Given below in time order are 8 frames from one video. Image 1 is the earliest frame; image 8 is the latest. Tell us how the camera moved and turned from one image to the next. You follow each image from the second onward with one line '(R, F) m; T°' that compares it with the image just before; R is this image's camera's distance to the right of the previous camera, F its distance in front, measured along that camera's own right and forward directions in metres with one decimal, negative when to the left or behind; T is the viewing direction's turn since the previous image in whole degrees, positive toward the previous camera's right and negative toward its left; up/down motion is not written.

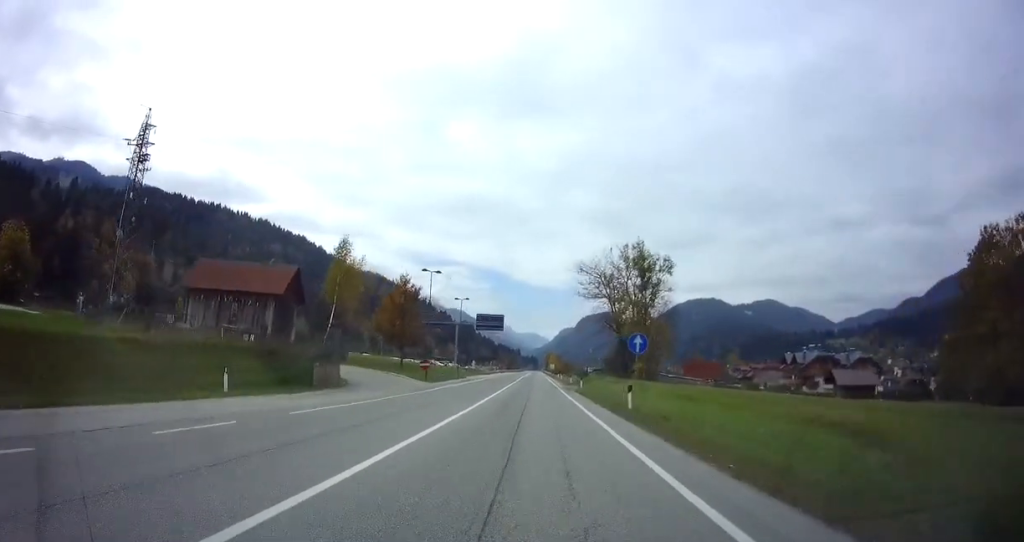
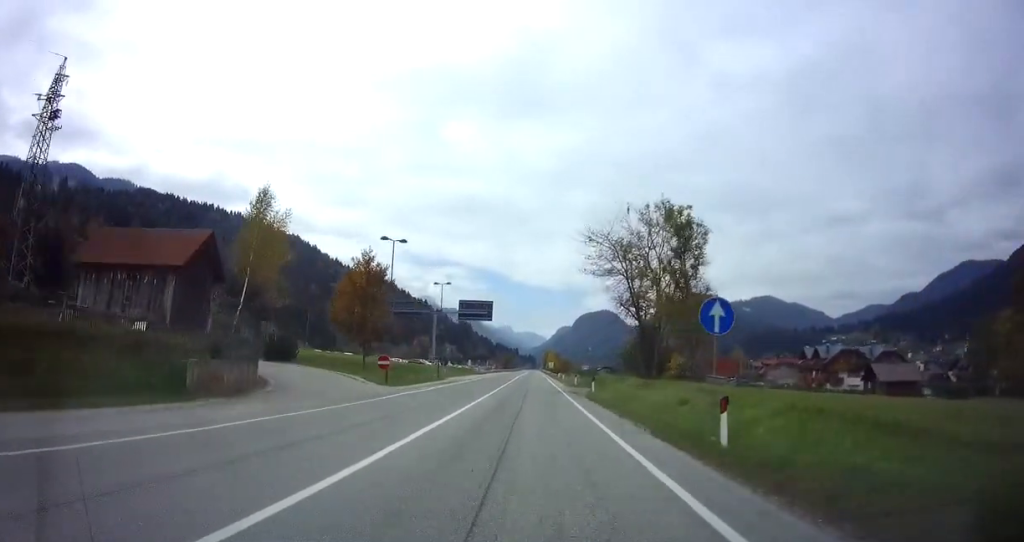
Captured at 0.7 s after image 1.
(0.0, +11.6) m; 0°
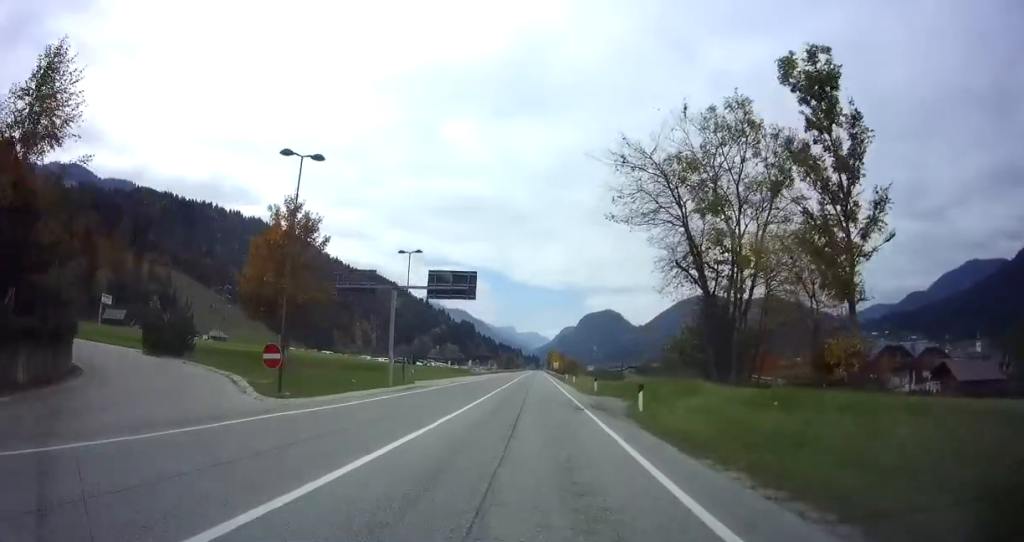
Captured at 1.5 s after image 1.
(0.0, +14.6) m; -1°
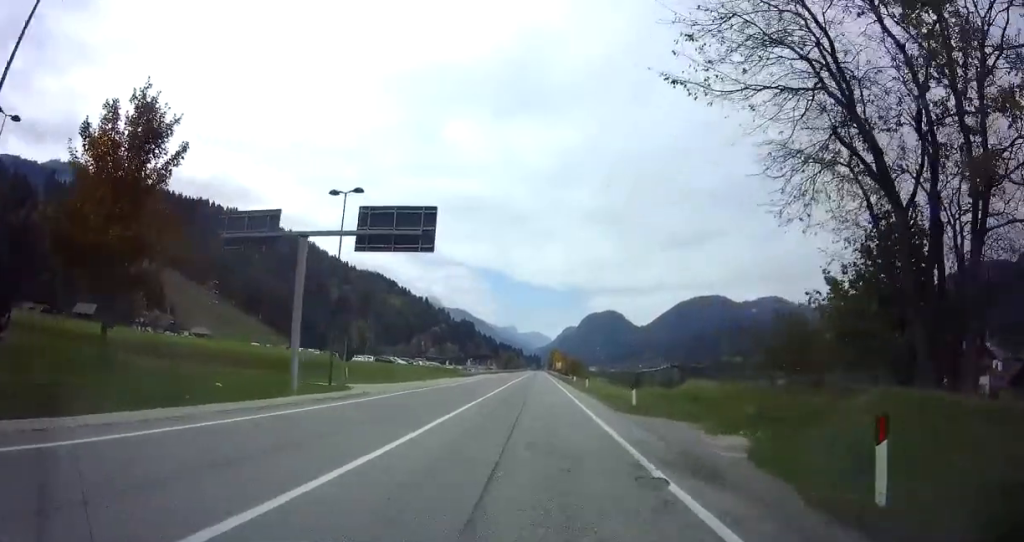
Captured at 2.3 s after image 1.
(0.0, +13.5) m; -1°
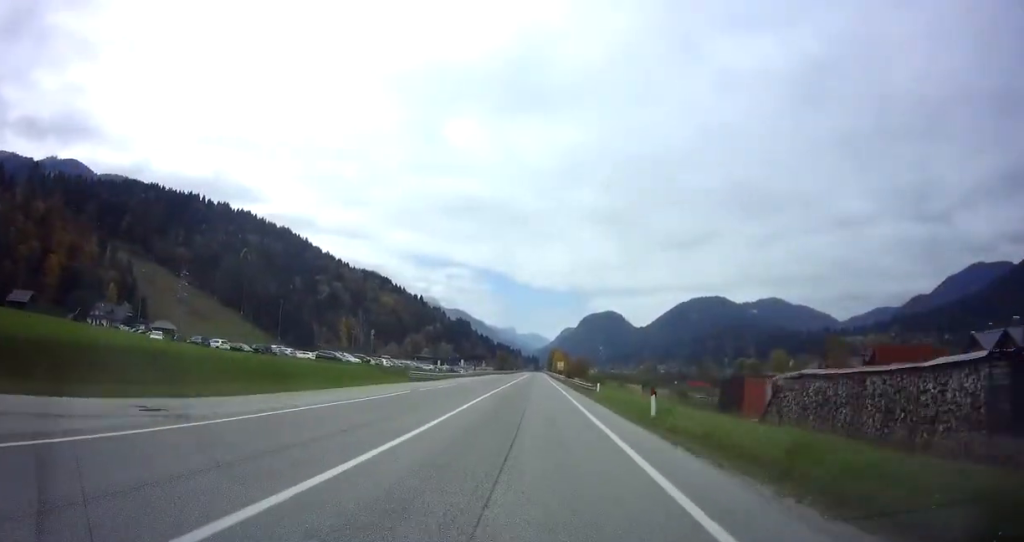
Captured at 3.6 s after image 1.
(-0.1, +24.2) m; +1°
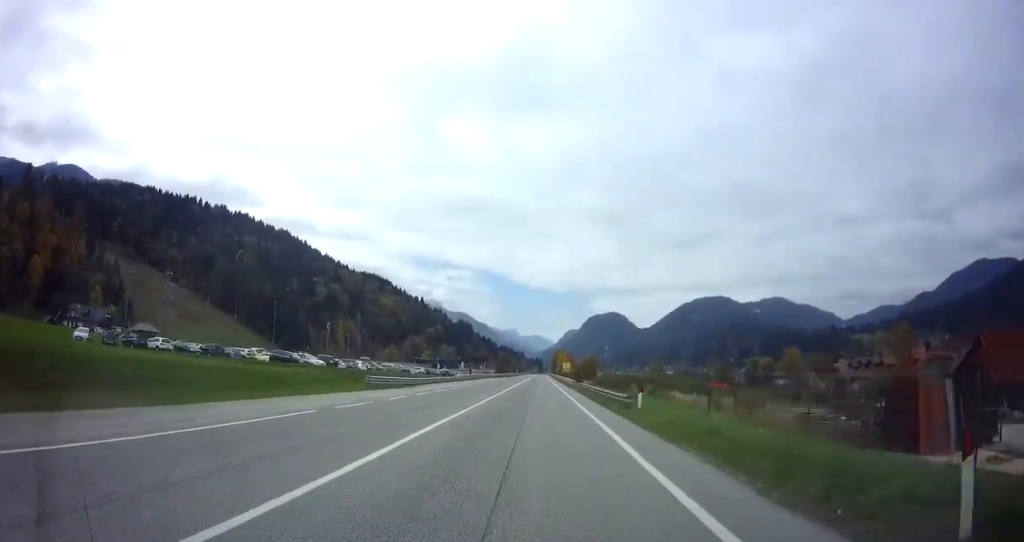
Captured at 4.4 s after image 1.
(+0.2, +13.7) m; 0°
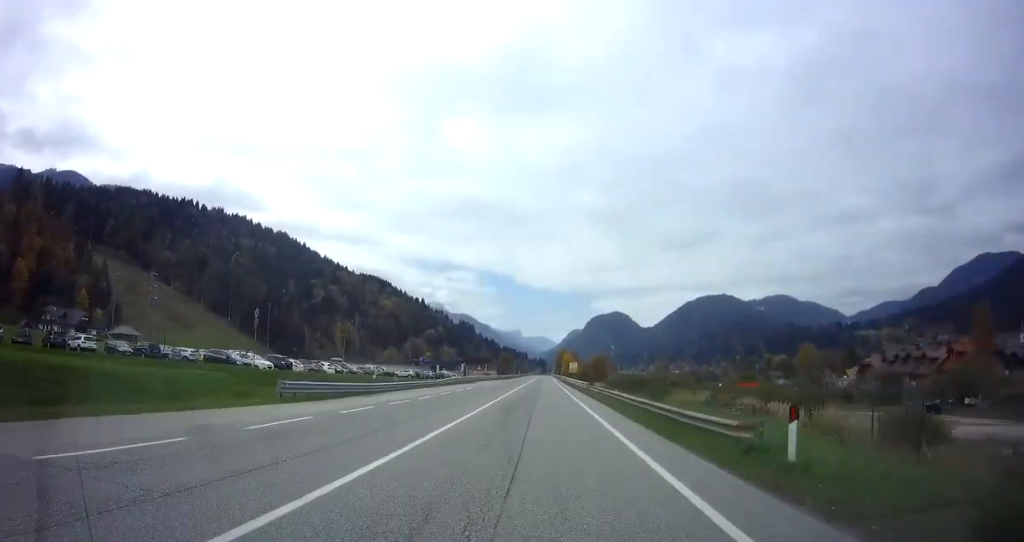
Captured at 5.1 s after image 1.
(0.0, +12.6) m; -1°
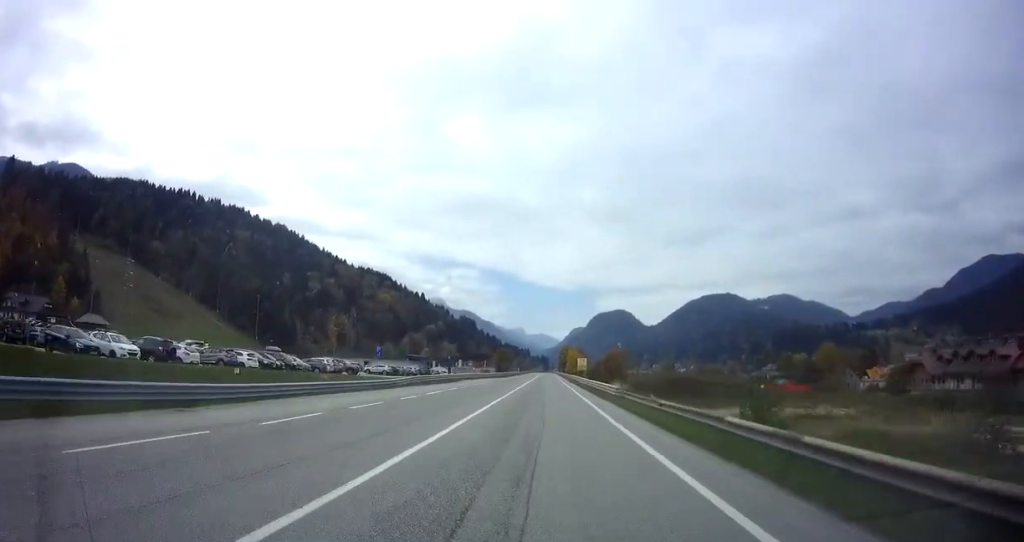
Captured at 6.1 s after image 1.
(-0.3, +17.3) m; 0°
